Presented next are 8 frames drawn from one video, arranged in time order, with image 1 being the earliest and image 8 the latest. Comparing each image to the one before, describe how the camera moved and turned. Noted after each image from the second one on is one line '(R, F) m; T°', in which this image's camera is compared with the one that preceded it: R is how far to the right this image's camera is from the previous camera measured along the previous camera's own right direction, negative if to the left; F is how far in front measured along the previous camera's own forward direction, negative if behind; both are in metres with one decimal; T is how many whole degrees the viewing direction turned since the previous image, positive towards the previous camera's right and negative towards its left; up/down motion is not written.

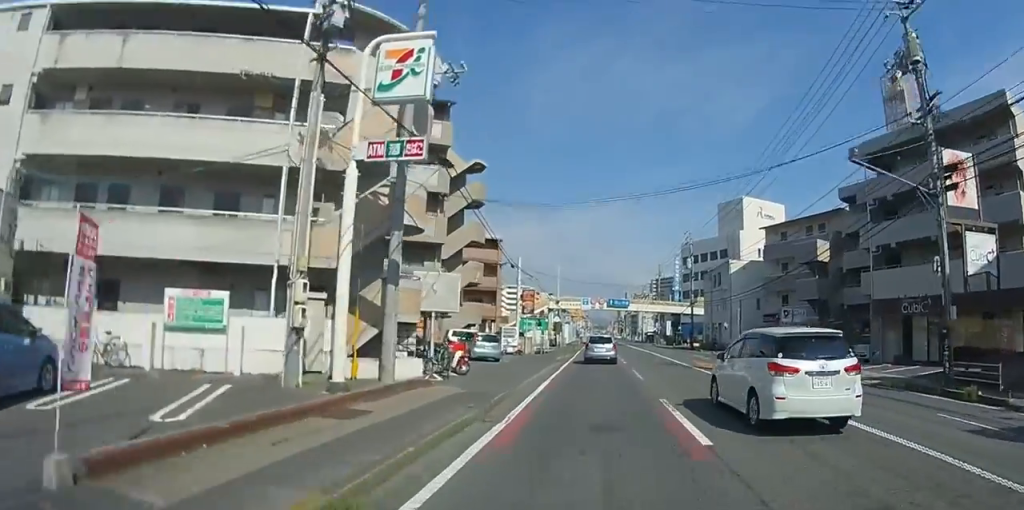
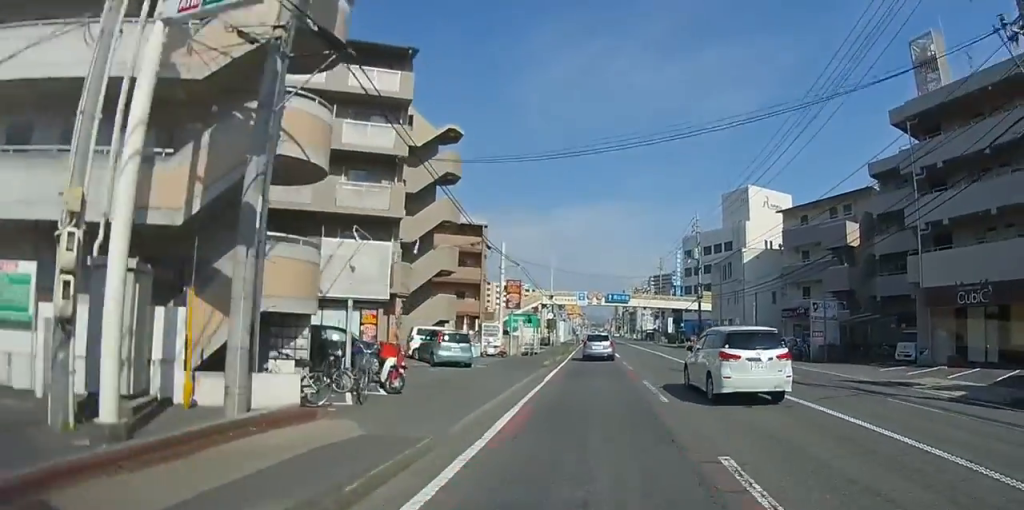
(0.0, +5.8) m; 0°
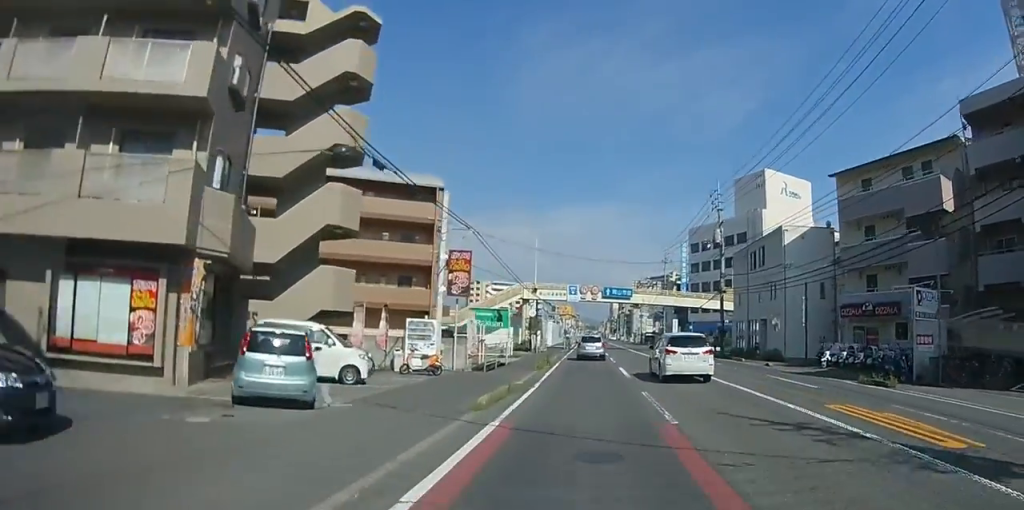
(0.0, +12.6) m; 0°
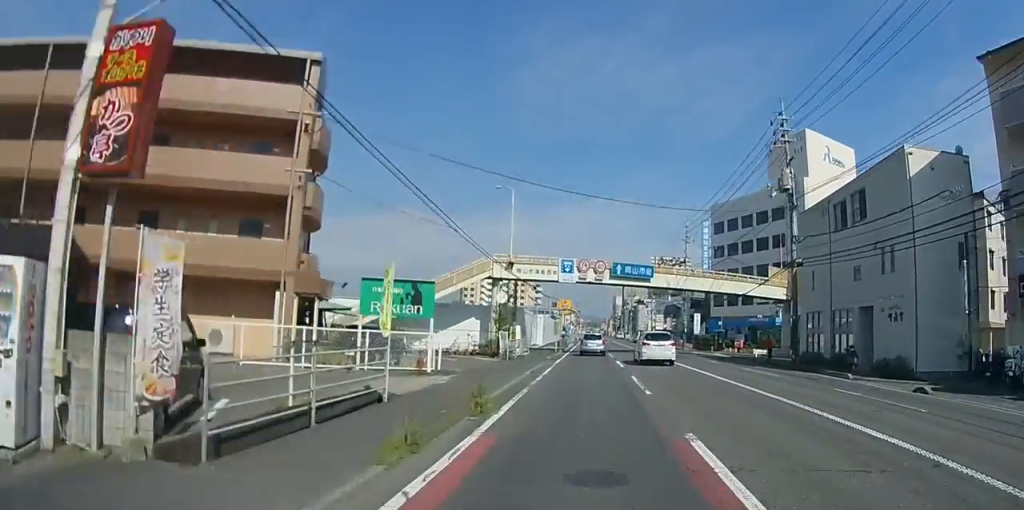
(+0.1, +16.2) m; +1°
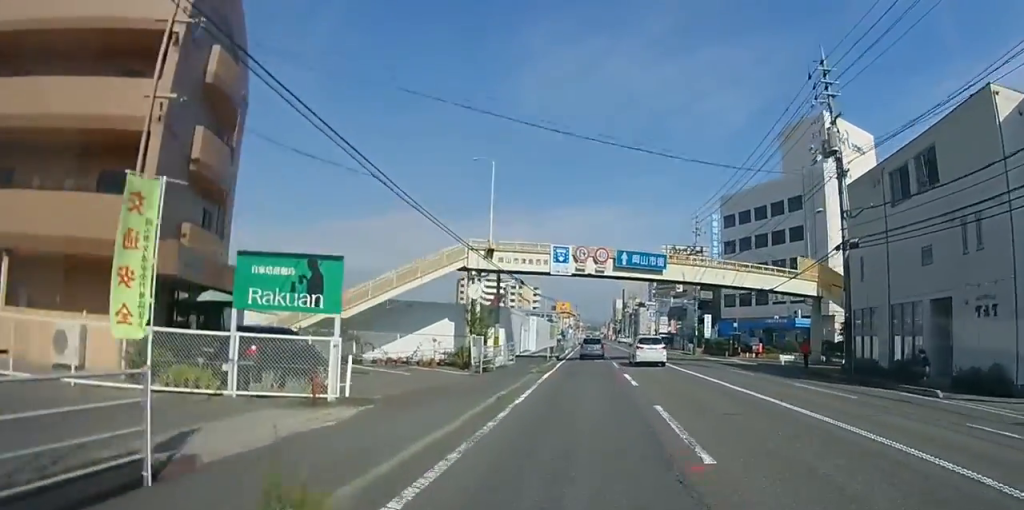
(0.0, +6.3) m; 0°
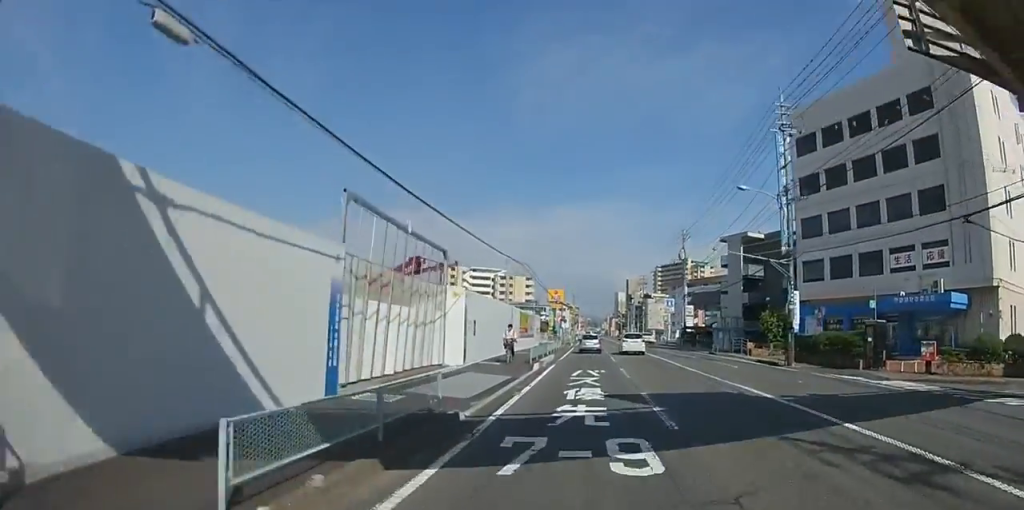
(0.0, +27.3) m; 0°
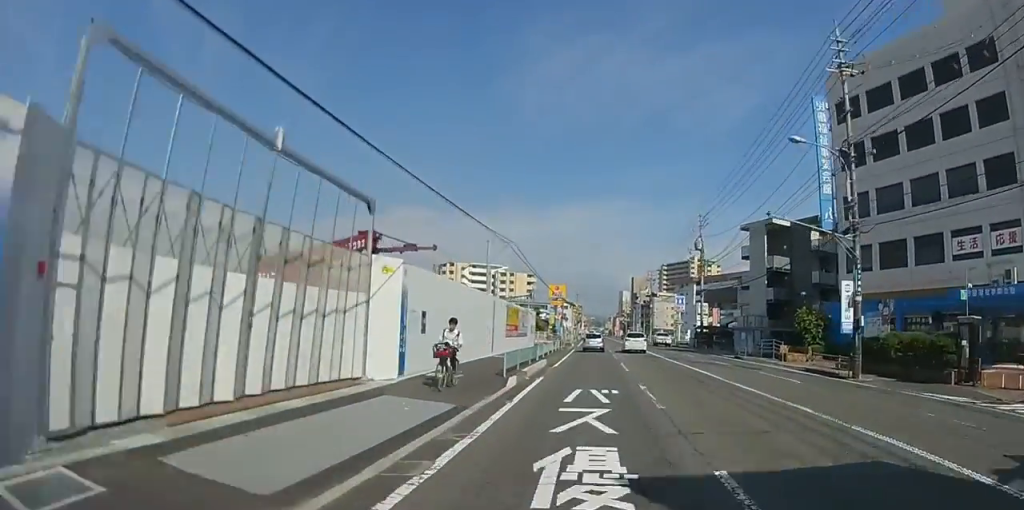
(+0.1, +7.4) m; 0°
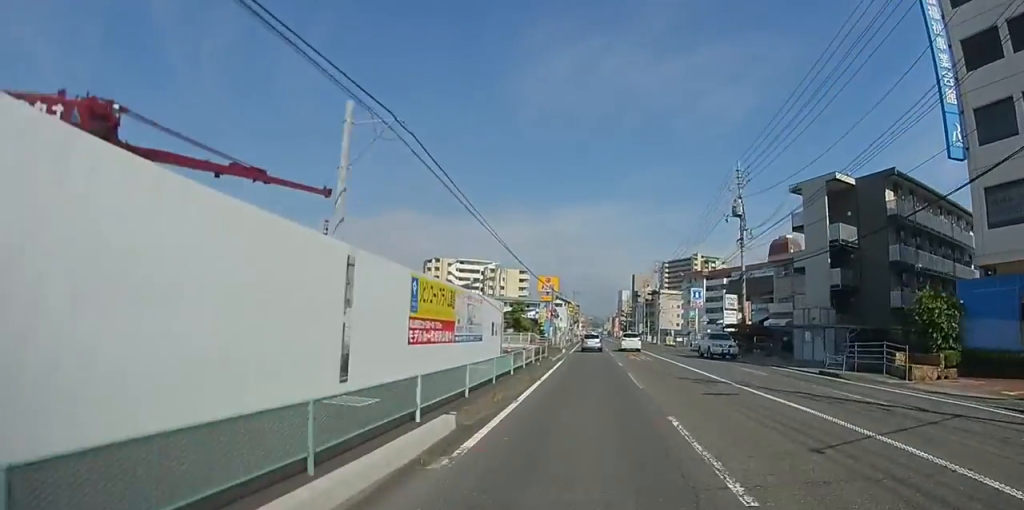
(-0.1, +15.1) m; -1°
